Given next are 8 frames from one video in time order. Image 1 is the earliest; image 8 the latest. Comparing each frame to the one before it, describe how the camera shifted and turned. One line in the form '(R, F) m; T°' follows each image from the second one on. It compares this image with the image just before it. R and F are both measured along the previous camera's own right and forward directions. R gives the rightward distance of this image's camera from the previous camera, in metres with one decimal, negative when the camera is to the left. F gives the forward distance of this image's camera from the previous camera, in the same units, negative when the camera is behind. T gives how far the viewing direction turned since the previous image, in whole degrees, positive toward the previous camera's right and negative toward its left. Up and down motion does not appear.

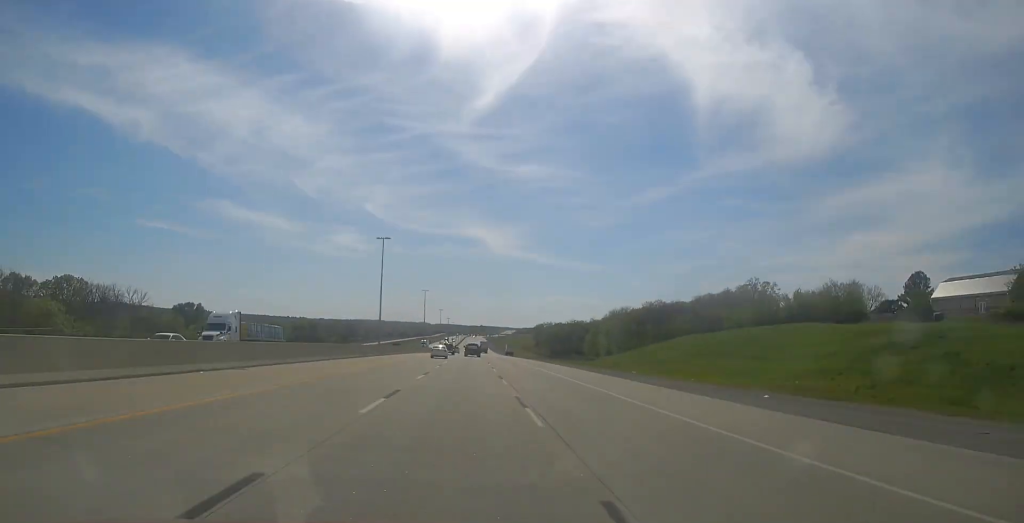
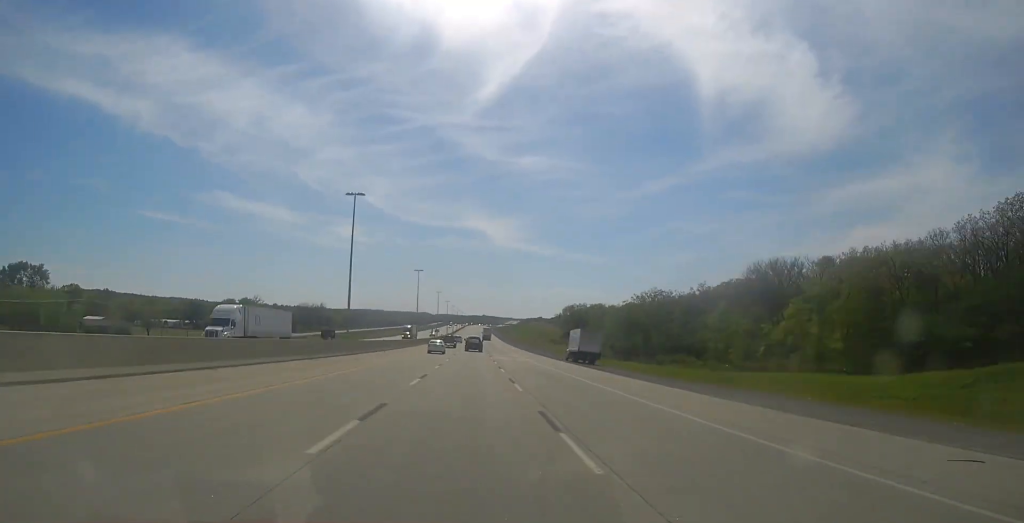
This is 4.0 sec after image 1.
(0.0, +137.3) m; 0°
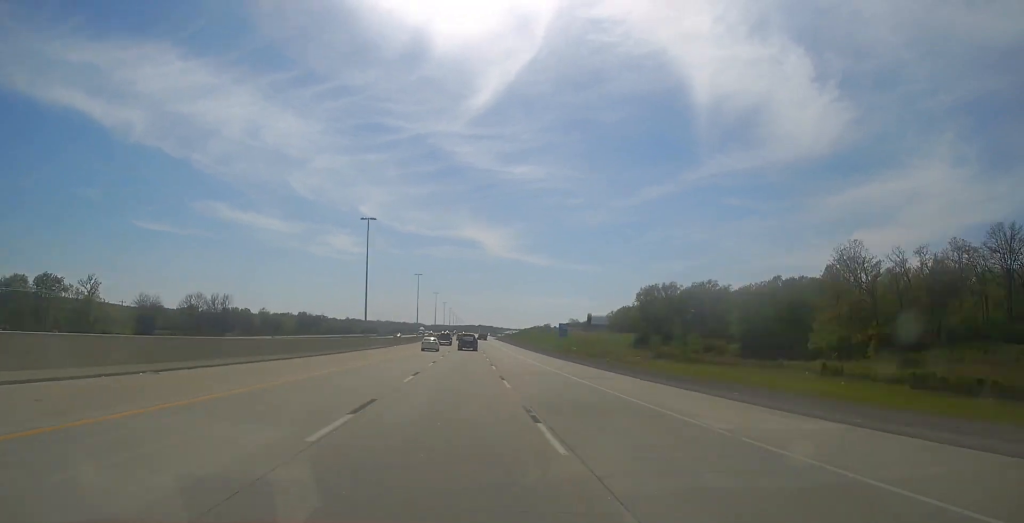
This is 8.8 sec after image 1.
(+0.1, +155.6) m; 0°
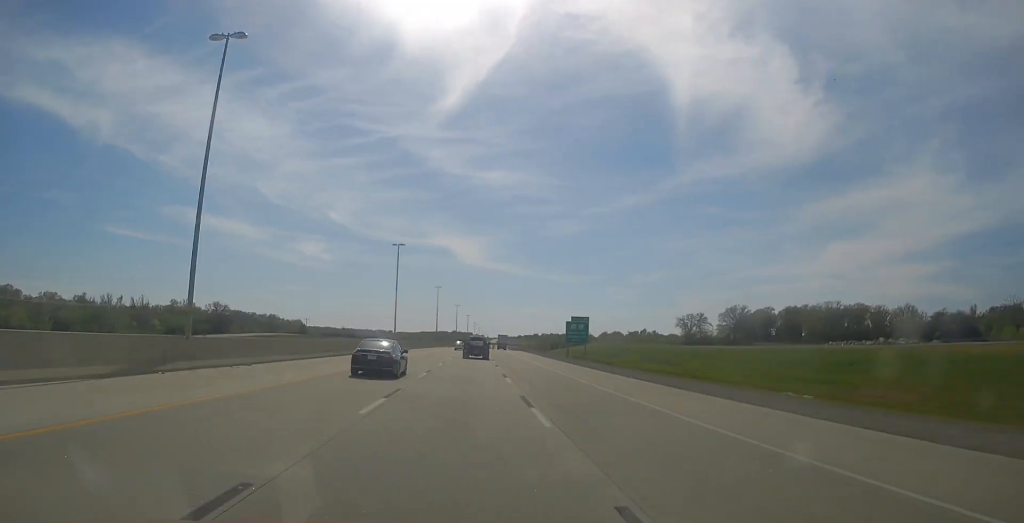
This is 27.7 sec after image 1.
(+11.8, +614.2) m; +3°
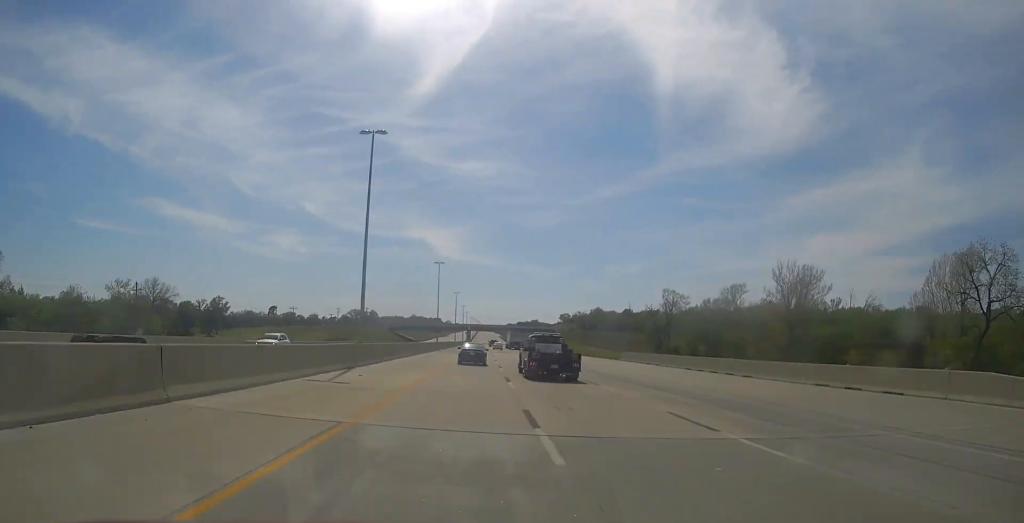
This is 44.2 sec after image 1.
(+12.8, +567.5) m; +1°
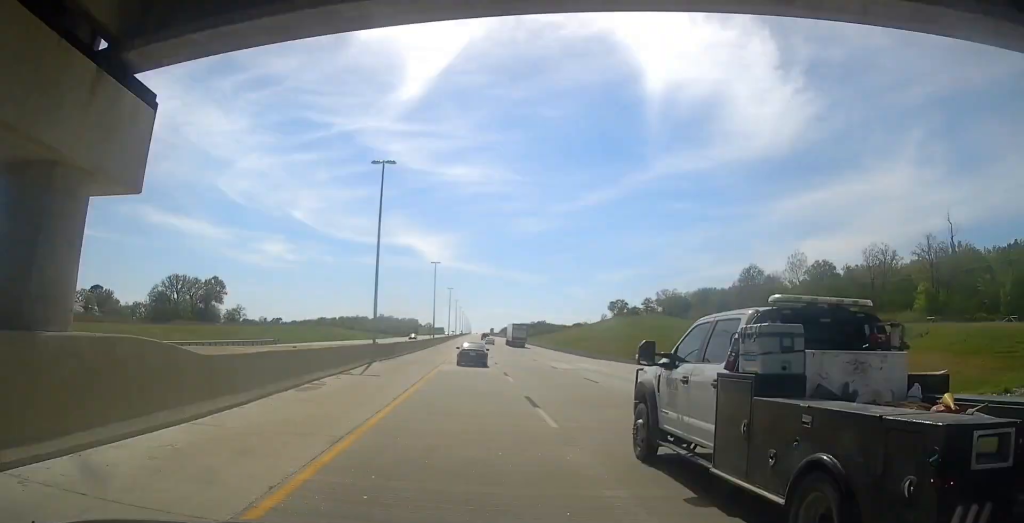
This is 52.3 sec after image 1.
(+0.8, +274.9) m; 0°
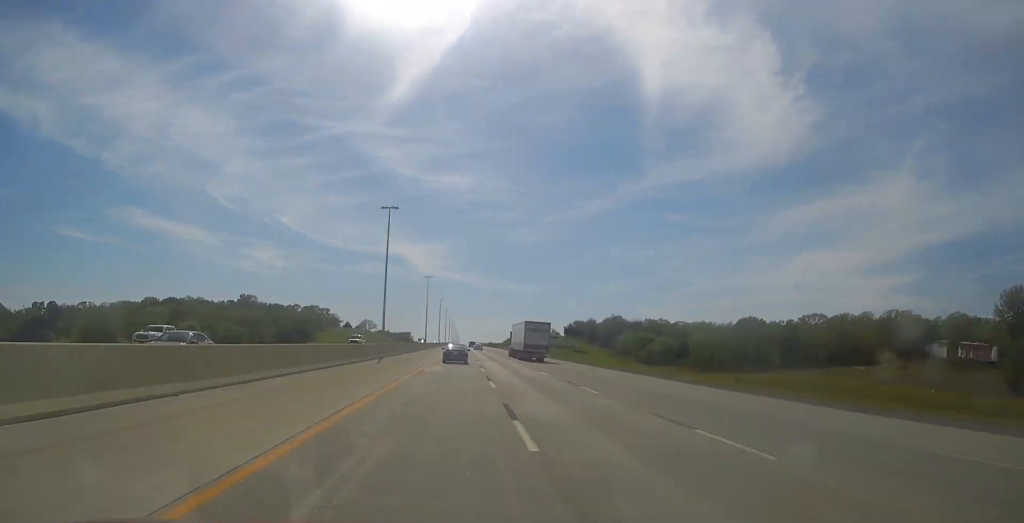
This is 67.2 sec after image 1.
(+2.6, +505.8) m; 0°
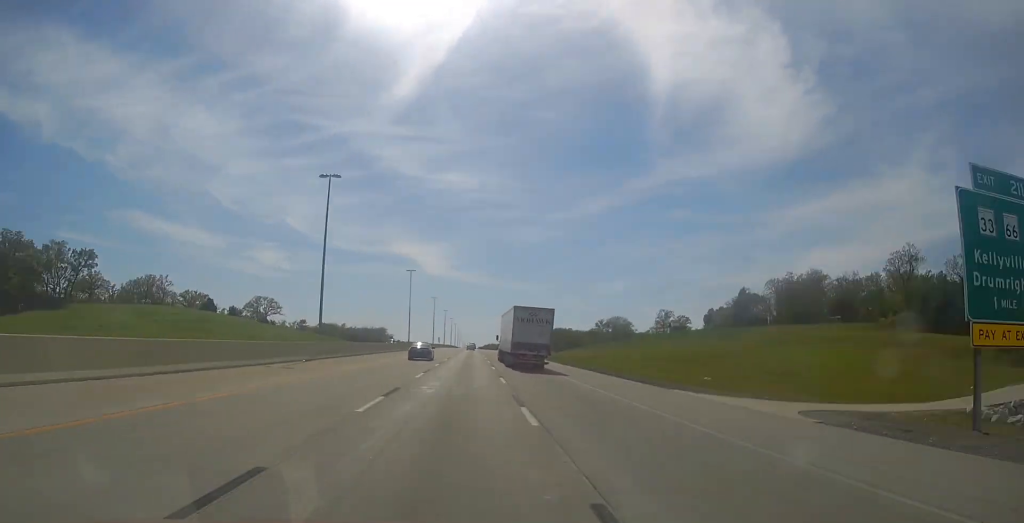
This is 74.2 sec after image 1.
(-0.6, +234.6) m; 0°
